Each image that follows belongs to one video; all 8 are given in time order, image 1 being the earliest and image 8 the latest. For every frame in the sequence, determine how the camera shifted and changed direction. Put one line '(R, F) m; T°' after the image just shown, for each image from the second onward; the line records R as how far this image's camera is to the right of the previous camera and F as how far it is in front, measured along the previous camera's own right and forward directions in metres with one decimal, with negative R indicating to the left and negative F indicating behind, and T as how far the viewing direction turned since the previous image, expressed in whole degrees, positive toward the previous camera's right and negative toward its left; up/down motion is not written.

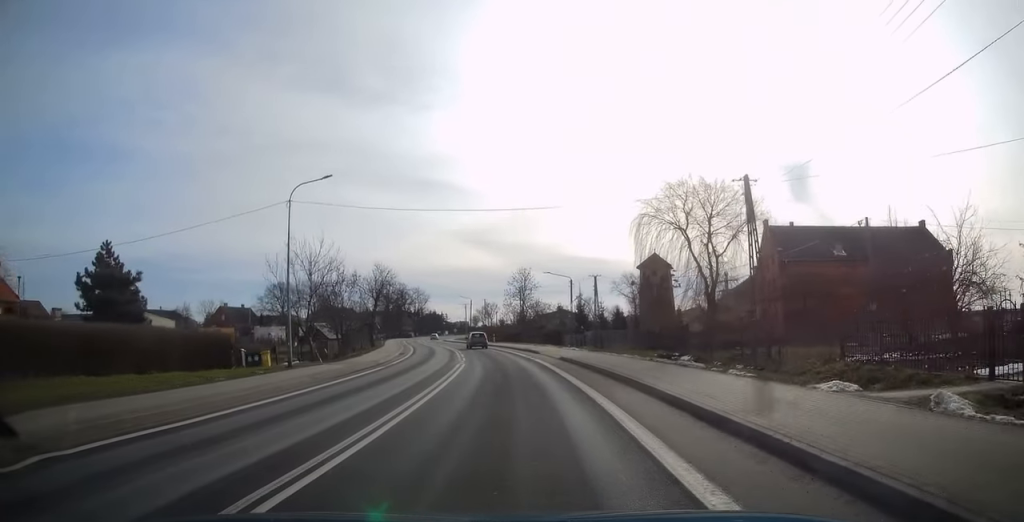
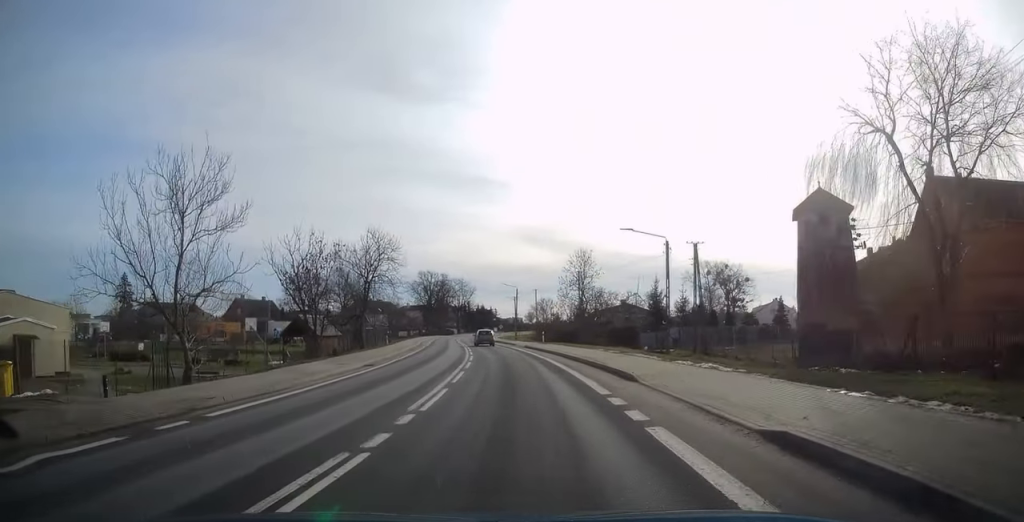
(-0.9, +21.5) m; -5°
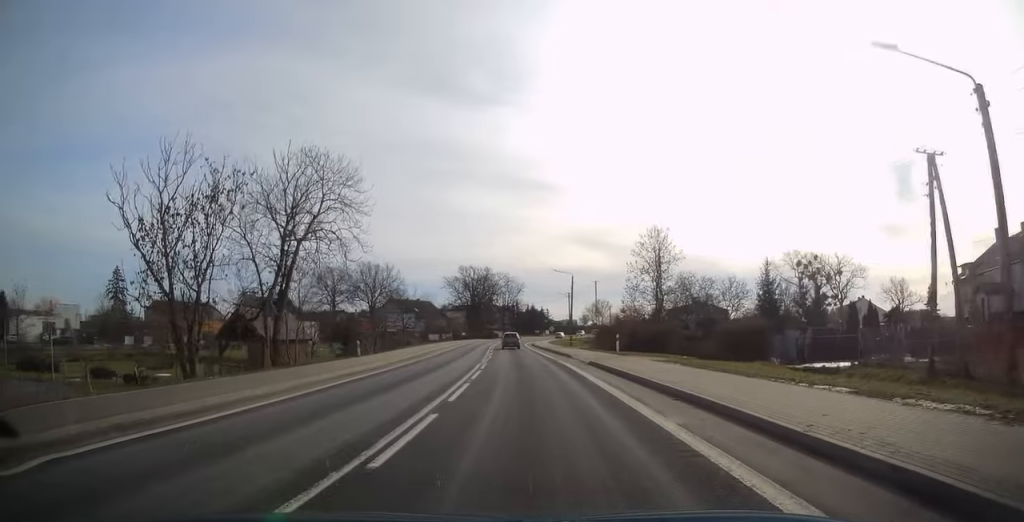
(-0.7, +22.1) m; -4°
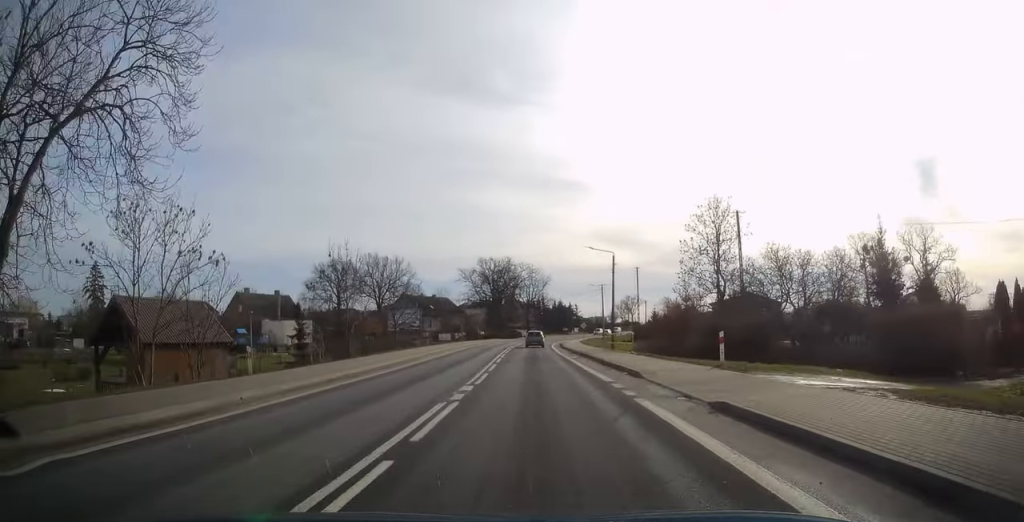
(-0.6, +15.7) m; -4°
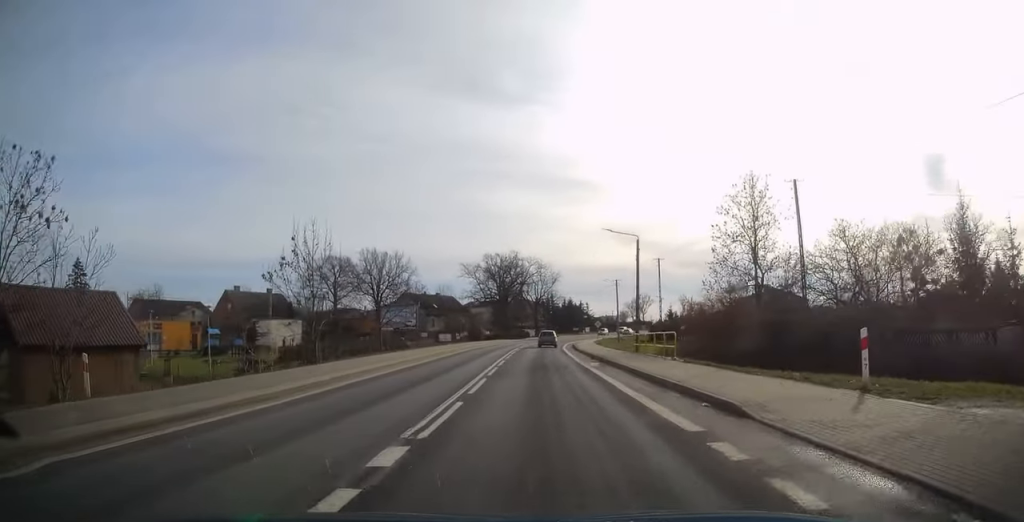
(-0.3, +8.1) m; -1°
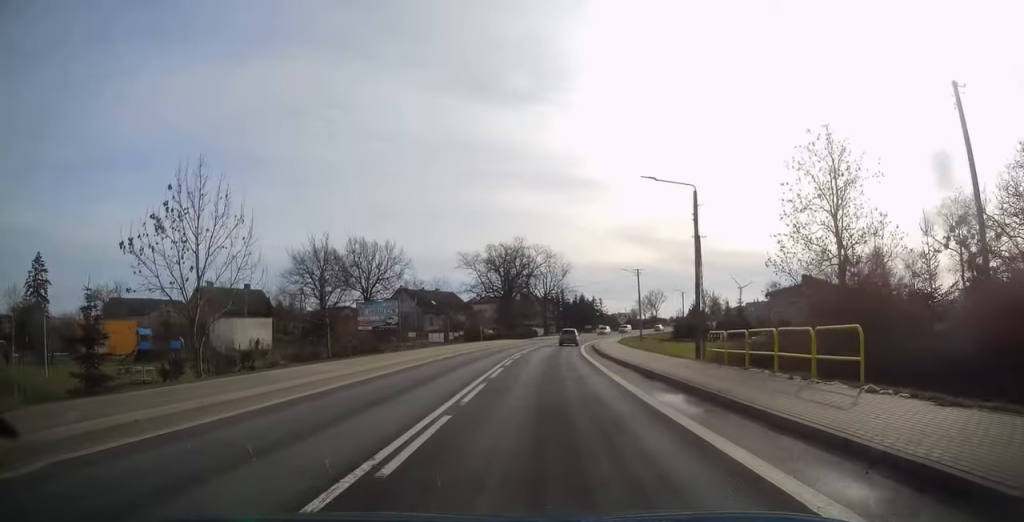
(-0.2, +13.4) m; -1°
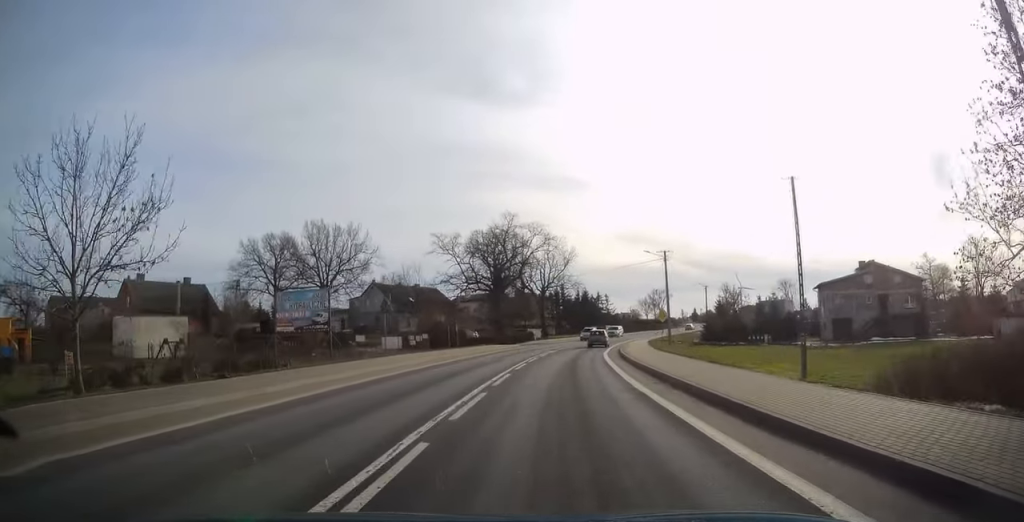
(0.0, +19.9) m; 0°
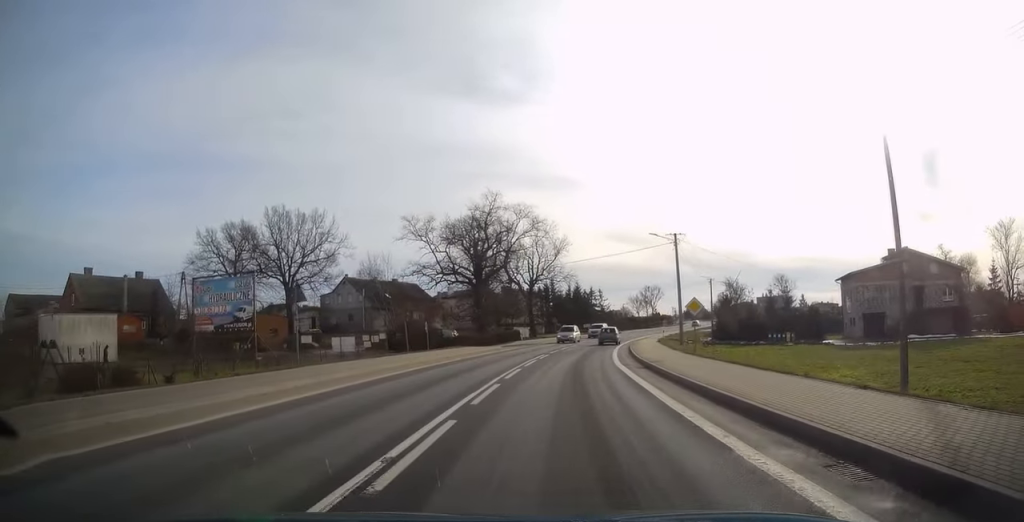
(0.0, +10.1) m; 0°
